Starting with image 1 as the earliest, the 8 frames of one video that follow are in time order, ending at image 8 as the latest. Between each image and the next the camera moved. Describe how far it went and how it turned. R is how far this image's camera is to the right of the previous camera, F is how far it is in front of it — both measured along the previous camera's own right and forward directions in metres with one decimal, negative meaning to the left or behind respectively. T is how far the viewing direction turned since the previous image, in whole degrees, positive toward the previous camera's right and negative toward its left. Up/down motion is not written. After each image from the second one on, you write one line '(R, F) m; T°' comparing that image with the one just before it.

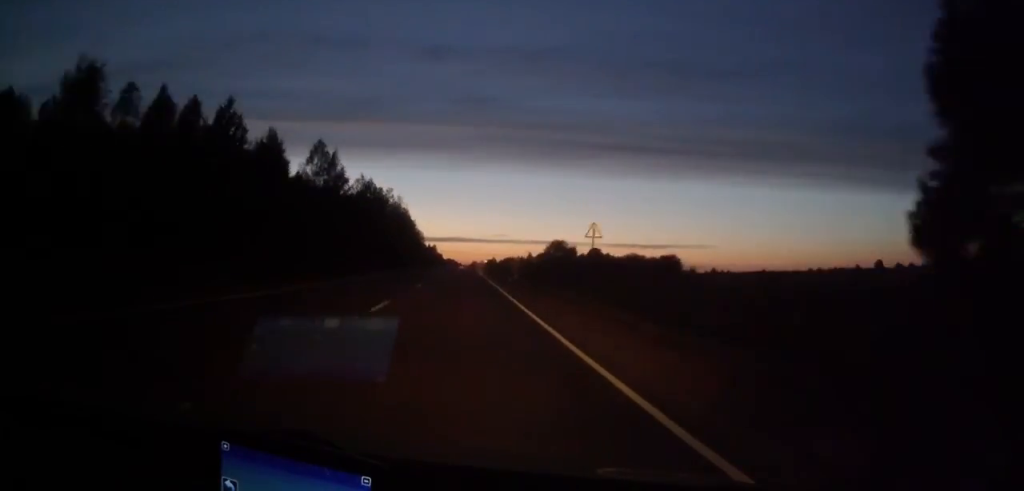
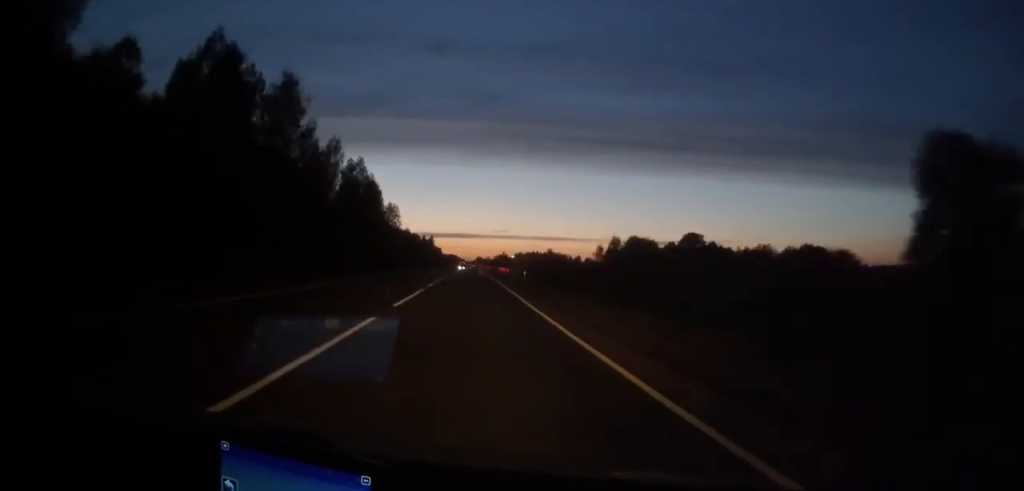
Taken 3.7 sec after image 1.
(-0.1, +103.0) m; 0°
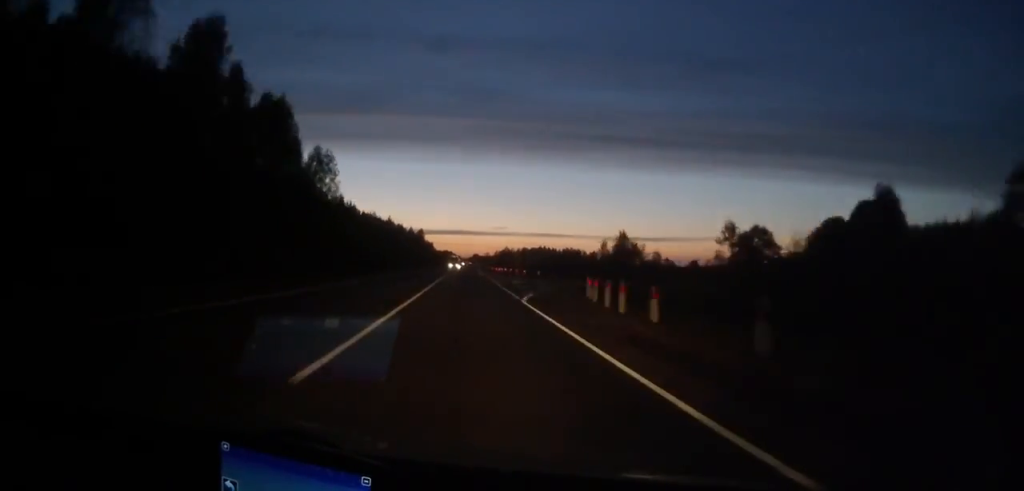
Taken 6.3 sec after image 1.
(-0.2, +71.6) m; 0°
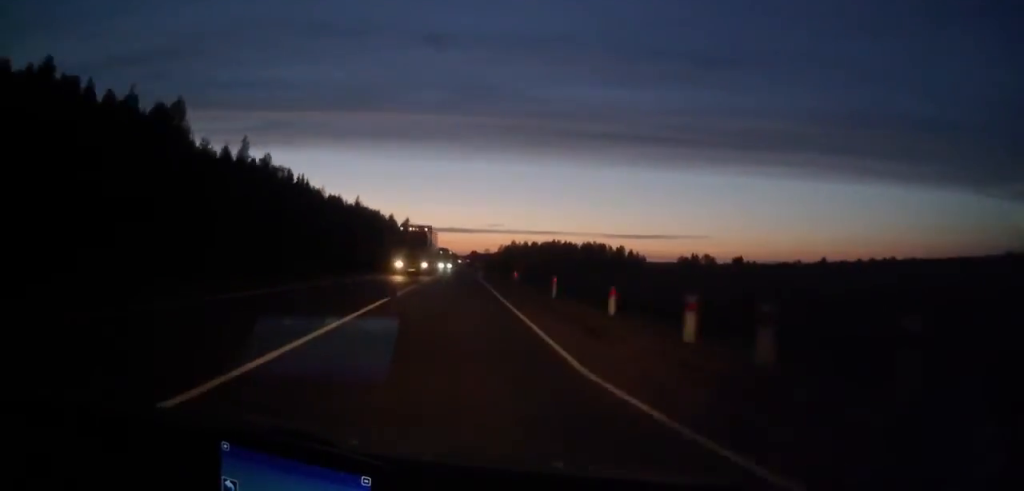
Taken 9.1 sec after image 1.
(+0.4, +79.7) m; 0°
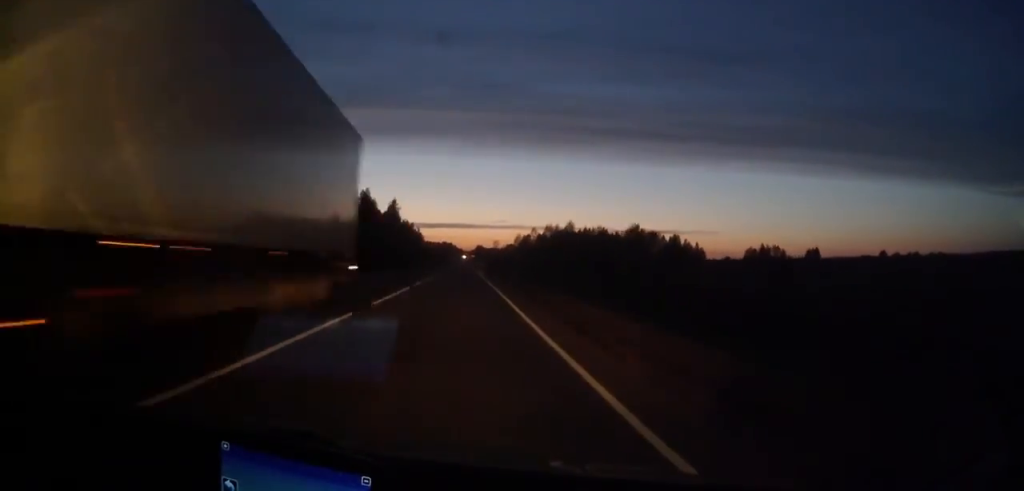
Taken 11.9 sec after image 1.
(0.0, +79.6) m; 0°
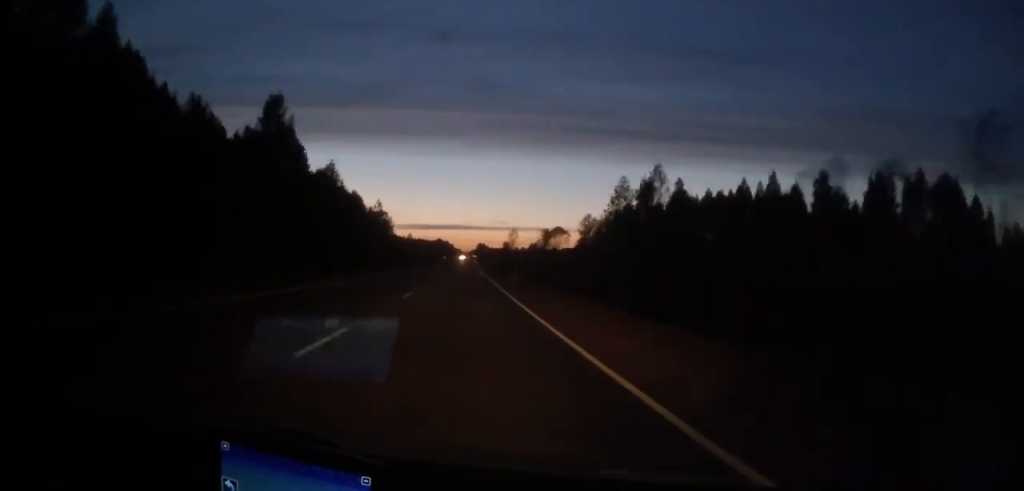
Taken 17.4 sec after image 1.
(-0.4, +155.2) m; 0°
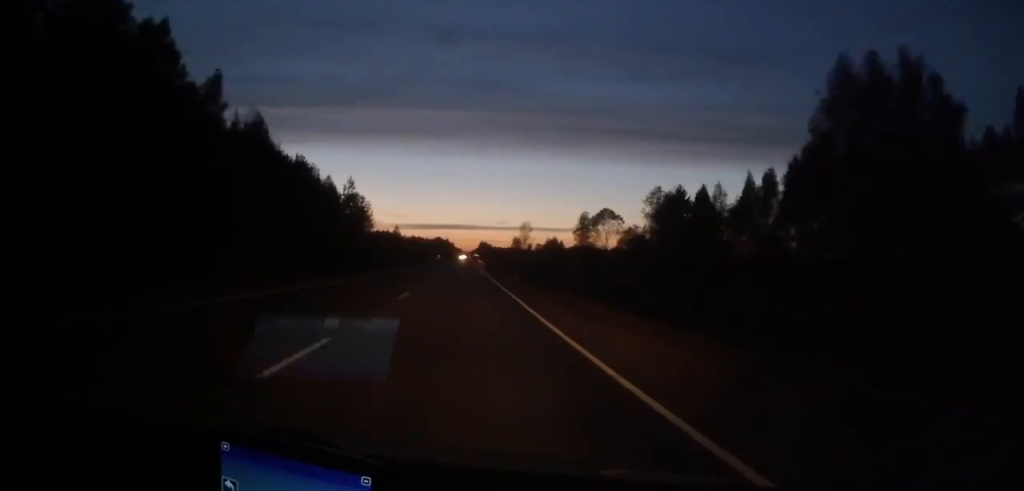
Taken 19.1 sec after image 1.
(+0.1, +49.1) m; 0°
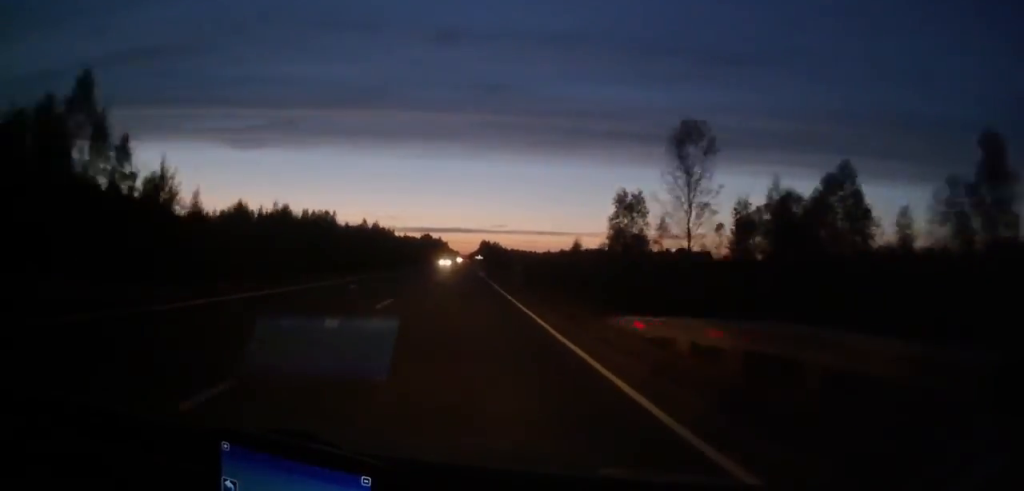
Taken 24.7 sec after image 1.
(+0.2, +157.9) m; 0°
